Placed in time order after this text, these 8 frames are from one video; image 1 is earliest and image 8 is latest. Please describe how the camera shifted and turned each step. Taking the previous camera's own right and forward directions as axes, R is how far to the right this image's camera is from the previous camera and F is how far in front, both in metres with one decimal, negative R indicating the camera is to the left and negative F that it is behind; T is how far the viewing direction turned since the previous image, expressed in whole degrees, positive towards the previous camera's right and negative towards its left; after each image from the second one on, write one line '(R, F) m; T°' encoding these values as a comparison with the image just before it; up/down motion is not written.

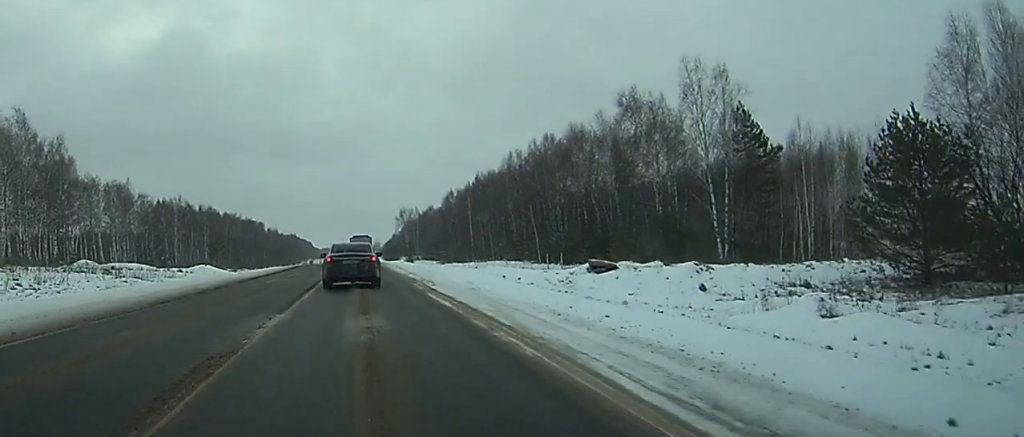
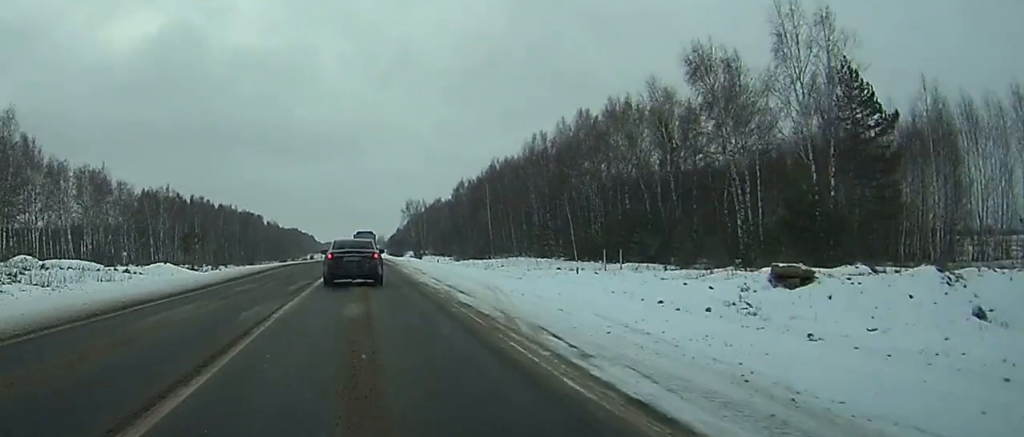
(0.0, +18.7) m; 0°
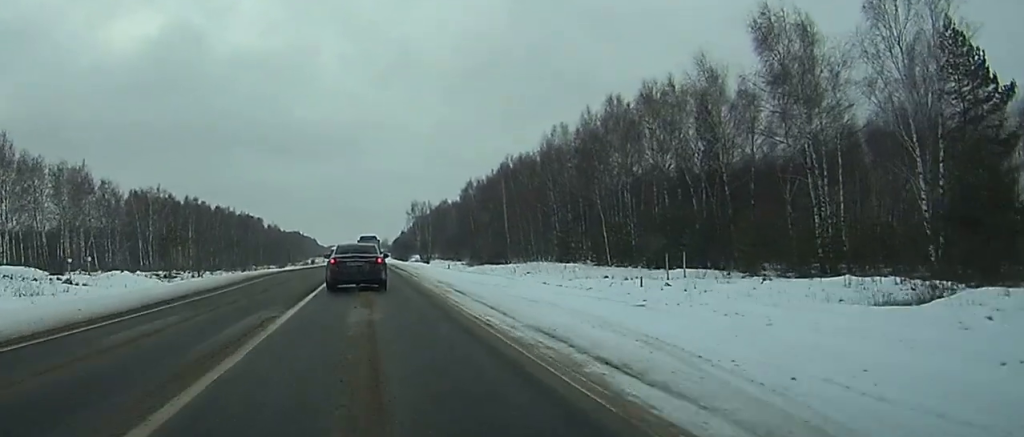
(0.0, +12.9) m; 0°
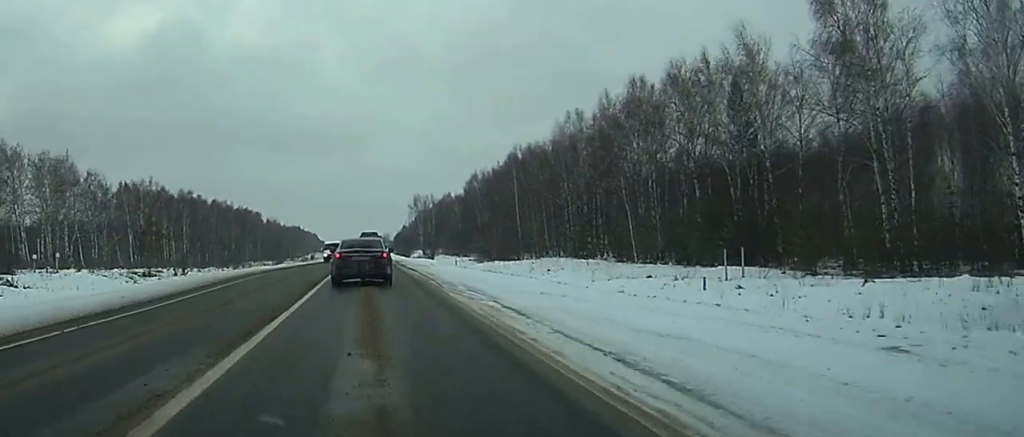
(0.0, +8.8) m; 0°
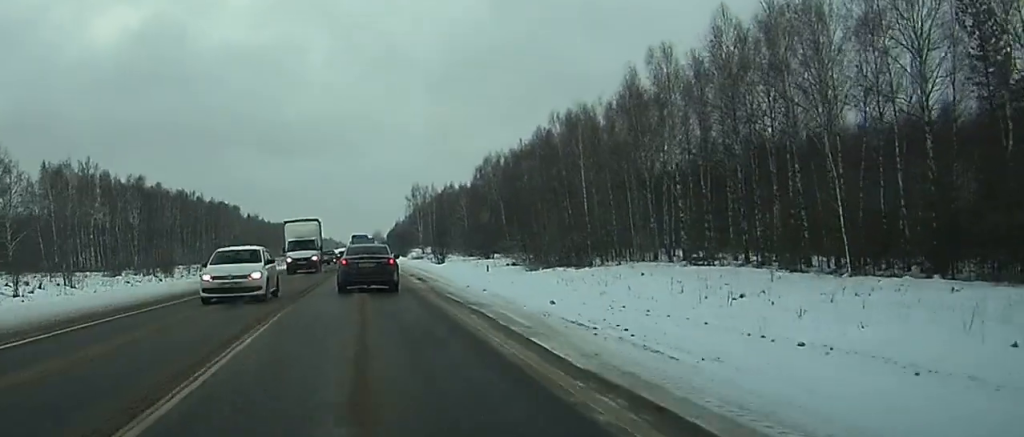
(+0.3, +39.5) m; 0°
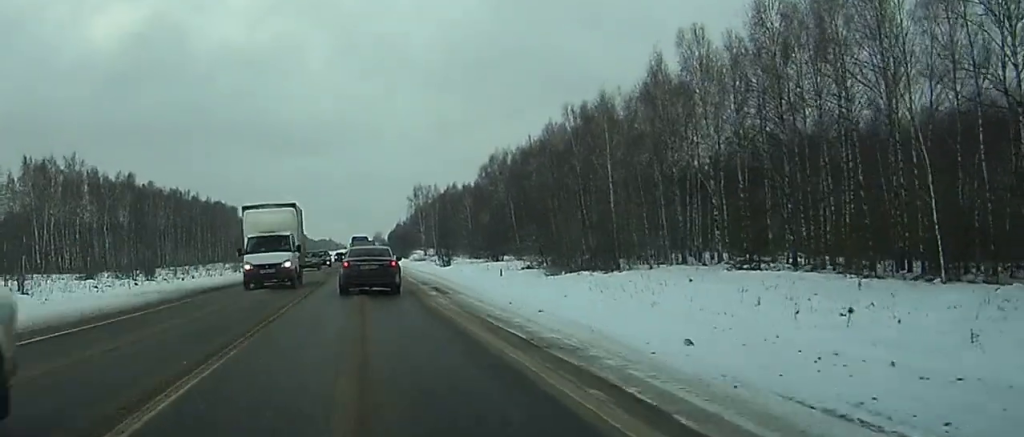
(0.0, +8.1) m; -1°
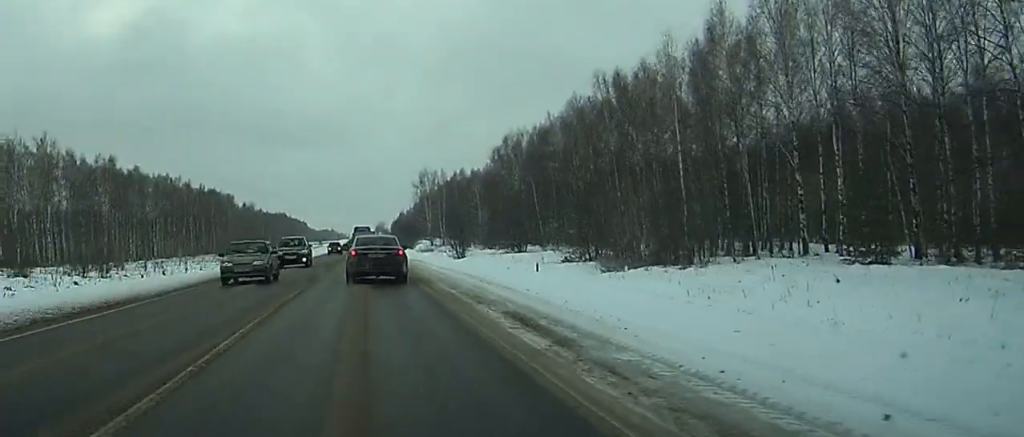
(-0.2, +14.7) m; 0°
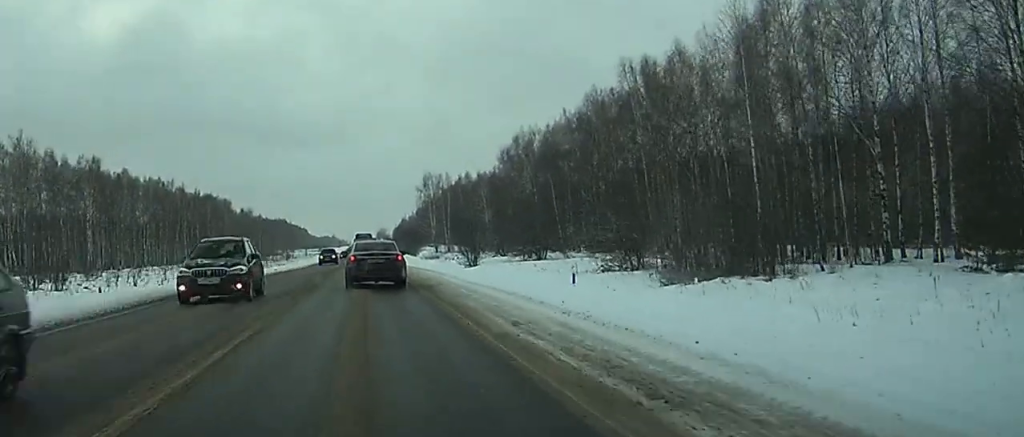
(+0.1, +10.3) m; +1°
